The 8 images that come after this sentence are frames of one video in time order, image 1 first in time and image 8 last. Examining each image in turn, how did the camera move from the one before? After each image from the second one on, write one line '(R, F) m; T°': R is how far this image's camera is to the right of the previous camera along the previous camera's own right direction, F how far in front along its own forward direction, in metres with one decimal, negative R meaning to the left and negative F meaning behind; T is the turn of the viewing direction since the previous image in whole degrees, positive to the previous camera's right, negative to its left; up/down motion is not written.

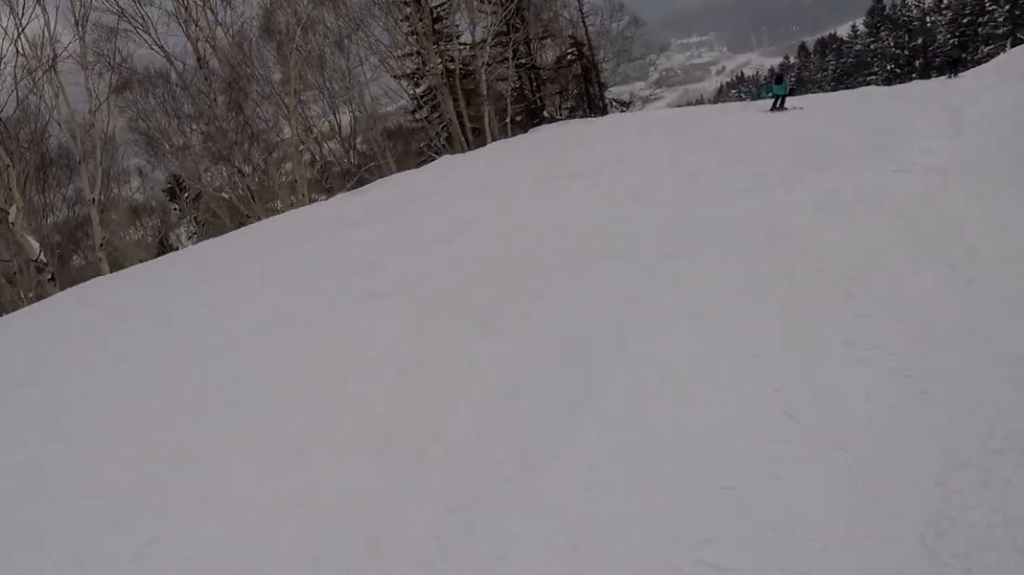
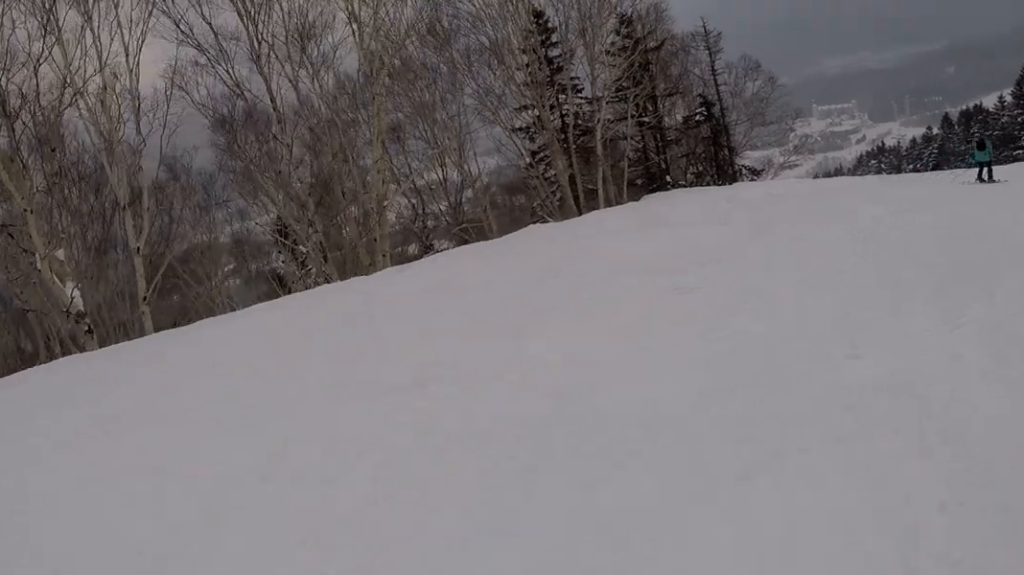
(-0.4, +2.5) m; -9°
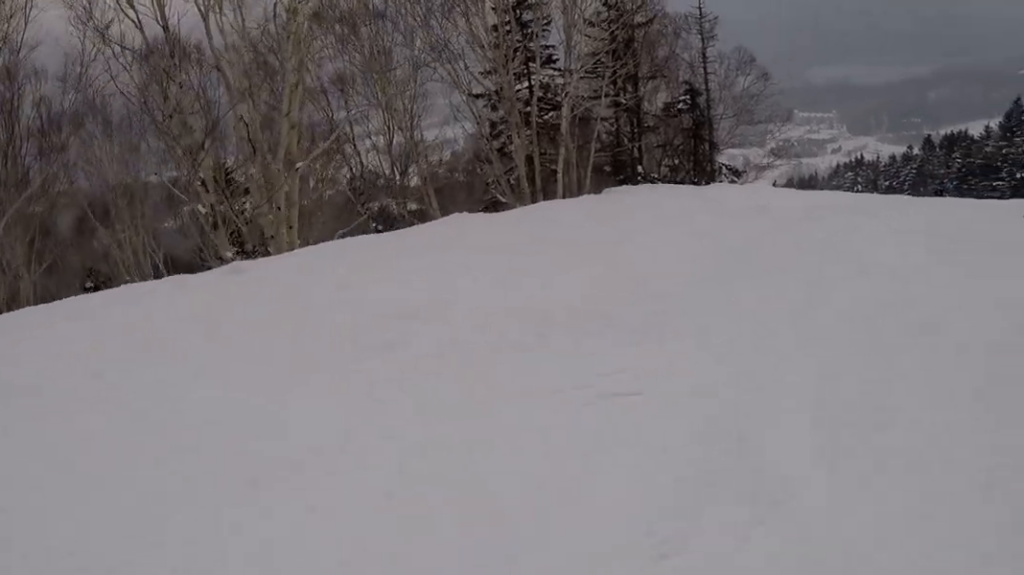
(0.0, +3.2) m; 0°
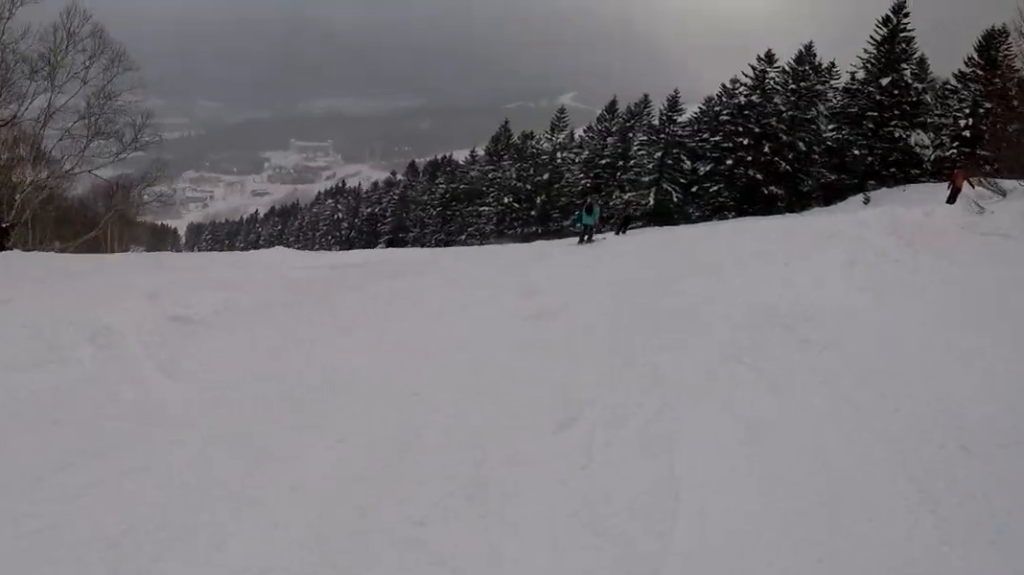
(+4.0, +13.6) m; +31°
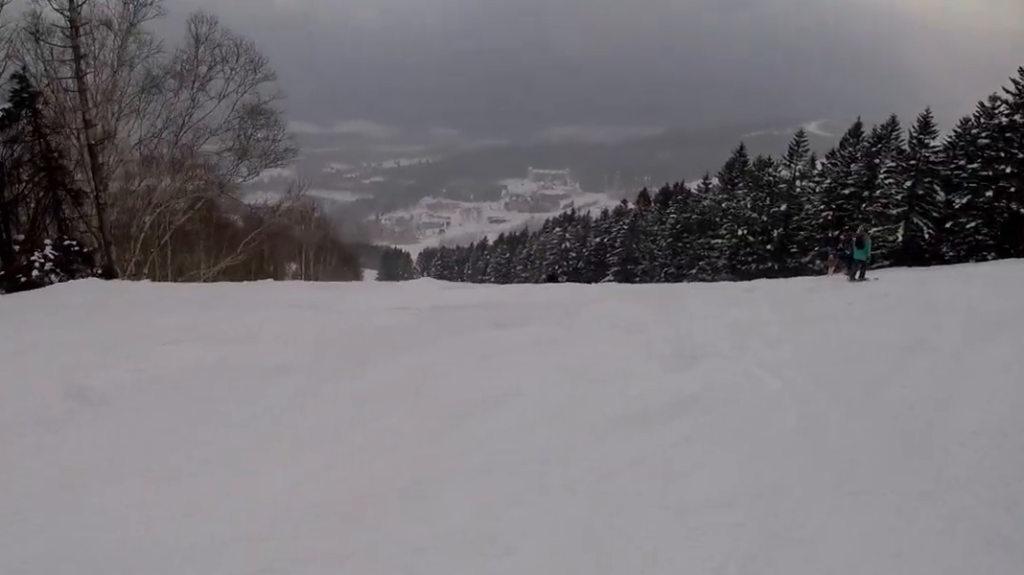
(+1.3, +3.5) m; -13°
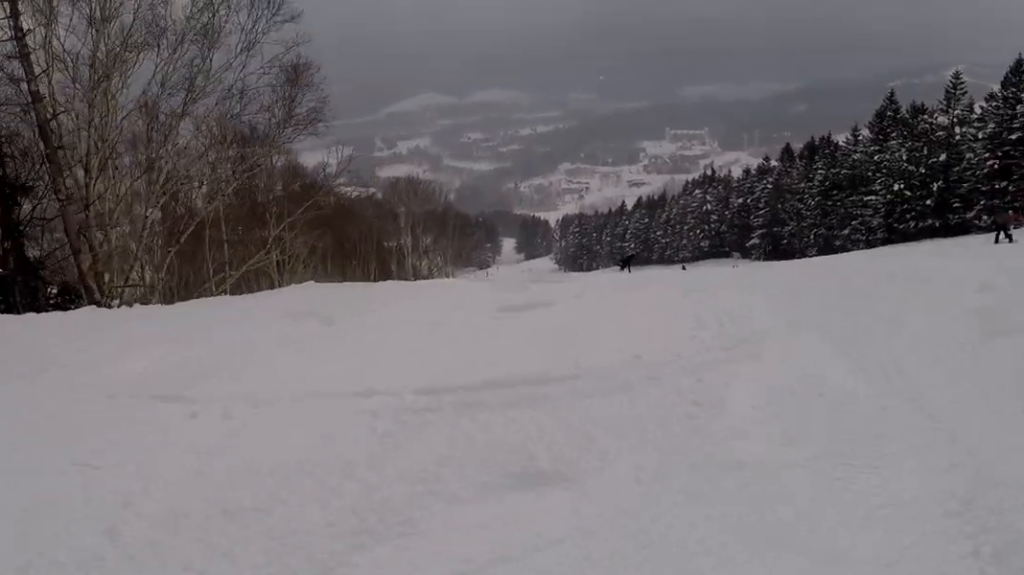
(-3.0, +4.4) m; -18°
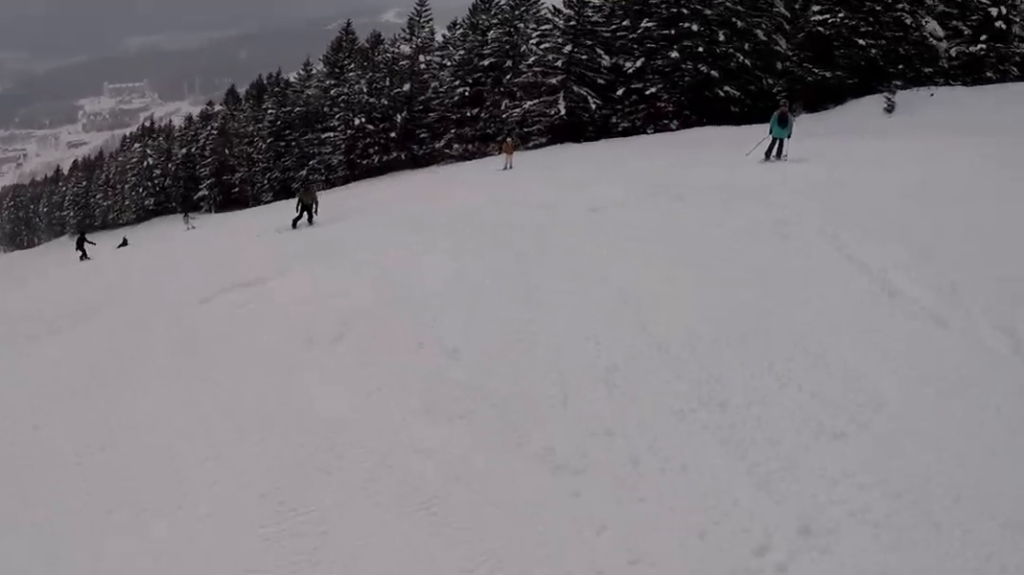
(+2.6, +6.9) m; +39°
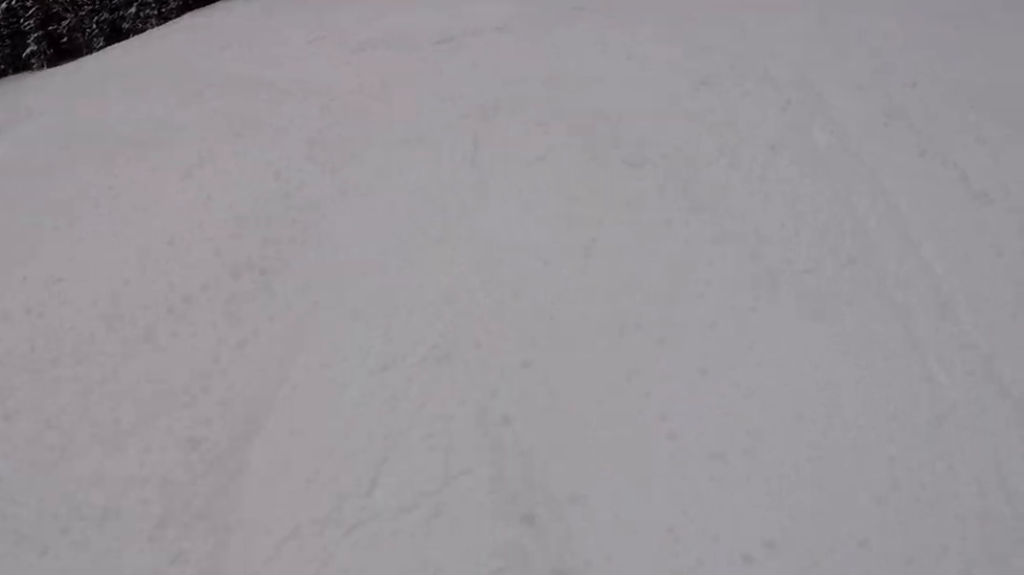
(+0.6, +3.4) m; +12°
